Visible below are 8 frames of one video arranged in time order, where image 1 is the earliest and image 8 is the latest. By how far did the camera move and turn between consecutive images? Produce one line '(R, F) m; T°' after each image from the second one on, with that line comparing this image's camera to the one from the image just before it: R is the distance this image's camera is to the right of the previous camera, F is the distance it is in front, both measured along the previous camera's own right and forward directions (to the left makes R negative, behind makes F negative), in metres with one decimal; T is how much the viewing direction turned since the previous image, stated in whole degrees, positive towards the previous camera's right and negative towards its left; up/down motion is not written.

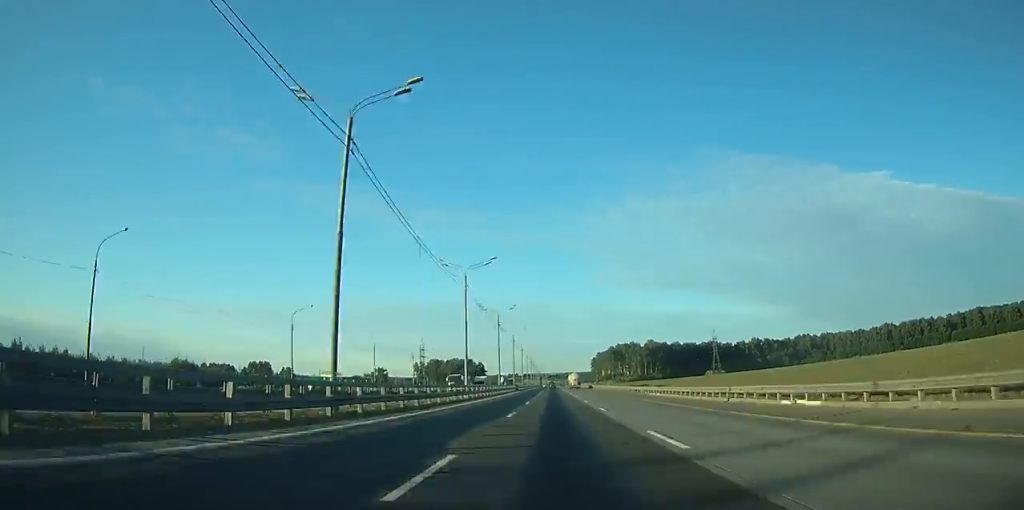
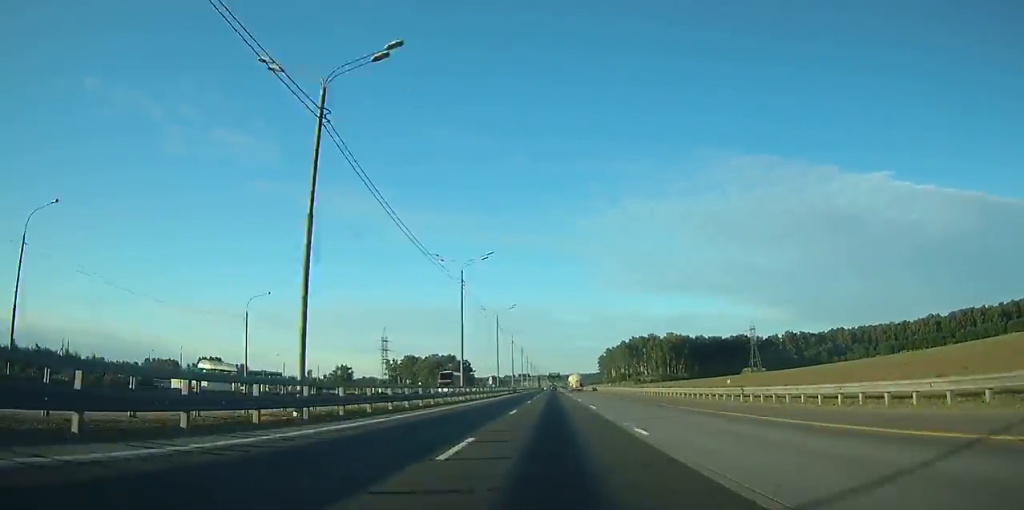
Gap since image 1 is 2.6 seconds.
(0.0, +74.1) m; 0°
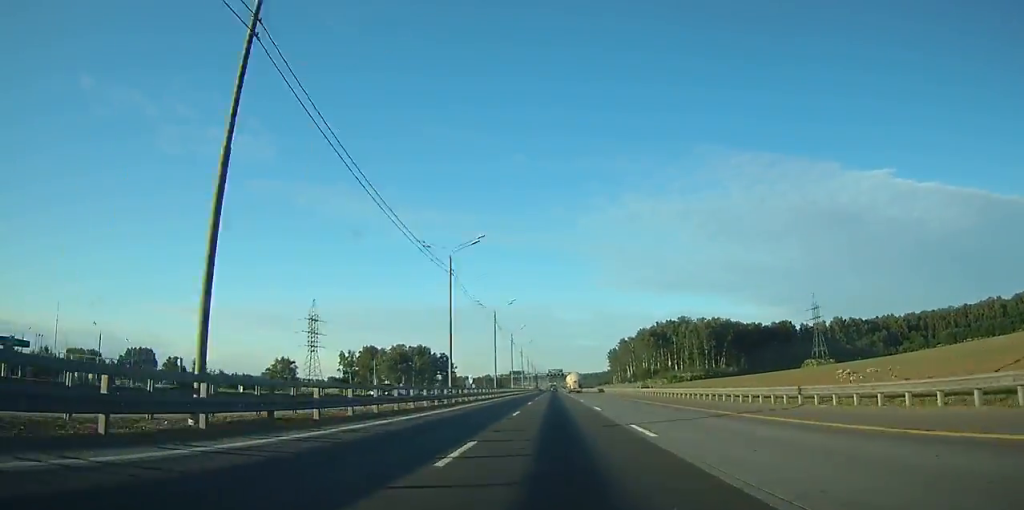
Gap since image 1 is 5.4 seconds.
(0.0, +81.0) m; 0°
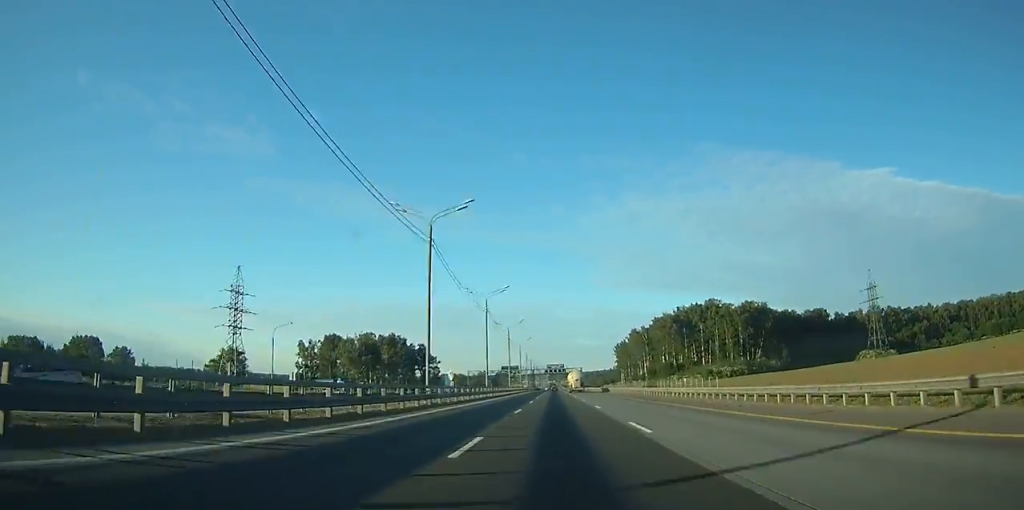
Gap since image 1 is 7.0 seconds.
(0.0, +45.2) m; 0°
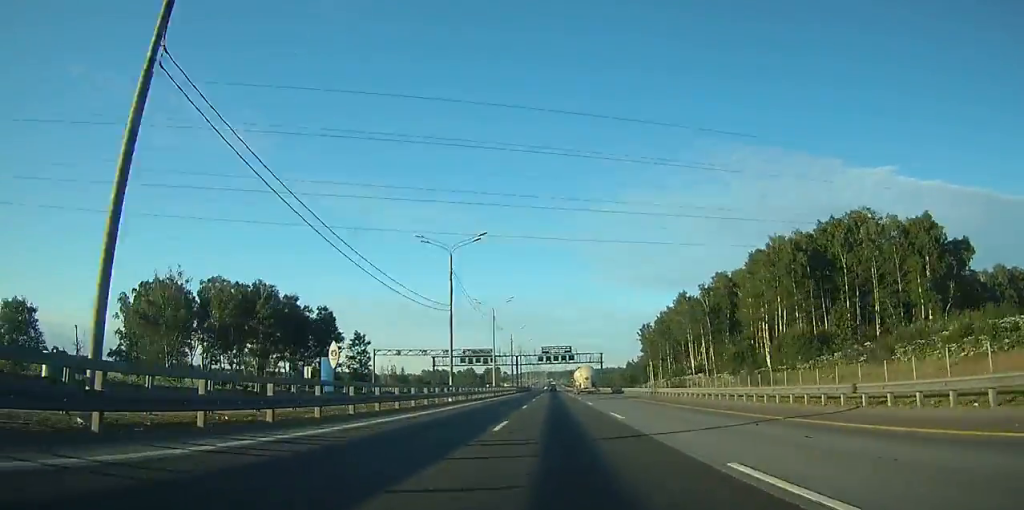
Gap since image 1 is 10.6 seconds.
(-0.1, +101.9) m; 0°
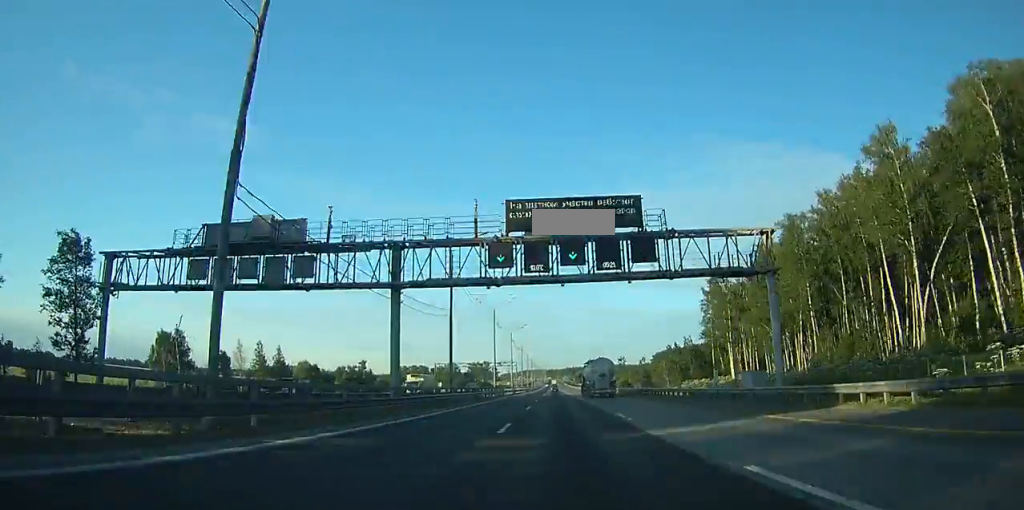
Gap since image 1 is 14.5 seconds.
(+0.1, +110.9) m; 0°
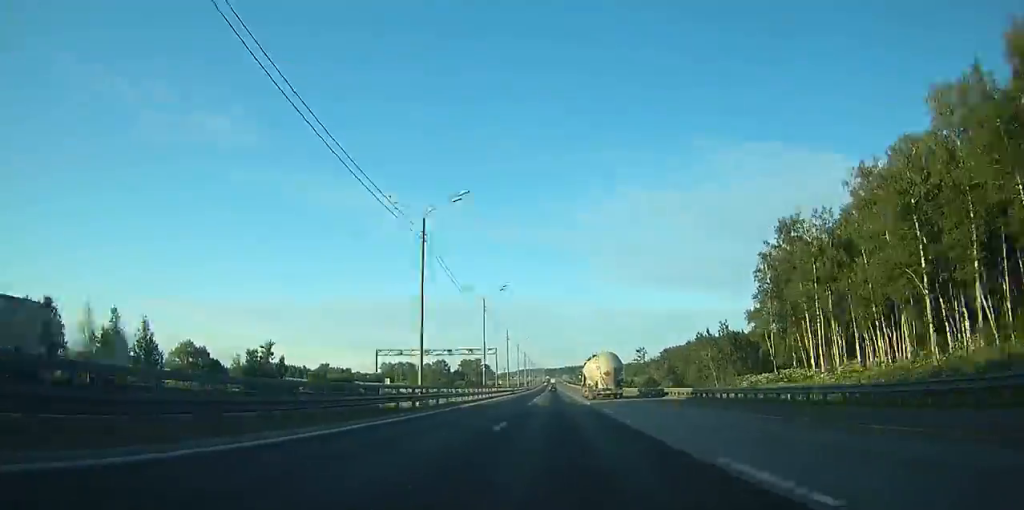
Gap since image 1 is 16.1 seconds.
(0.0, +46.0) m; 0°
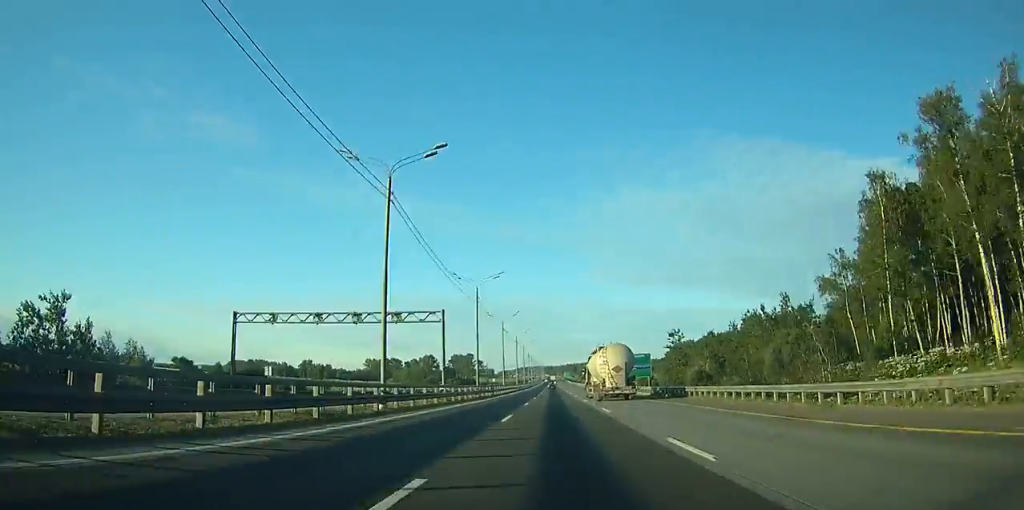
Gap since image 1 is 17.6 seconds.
(0.0, +46.1) m; 0°
